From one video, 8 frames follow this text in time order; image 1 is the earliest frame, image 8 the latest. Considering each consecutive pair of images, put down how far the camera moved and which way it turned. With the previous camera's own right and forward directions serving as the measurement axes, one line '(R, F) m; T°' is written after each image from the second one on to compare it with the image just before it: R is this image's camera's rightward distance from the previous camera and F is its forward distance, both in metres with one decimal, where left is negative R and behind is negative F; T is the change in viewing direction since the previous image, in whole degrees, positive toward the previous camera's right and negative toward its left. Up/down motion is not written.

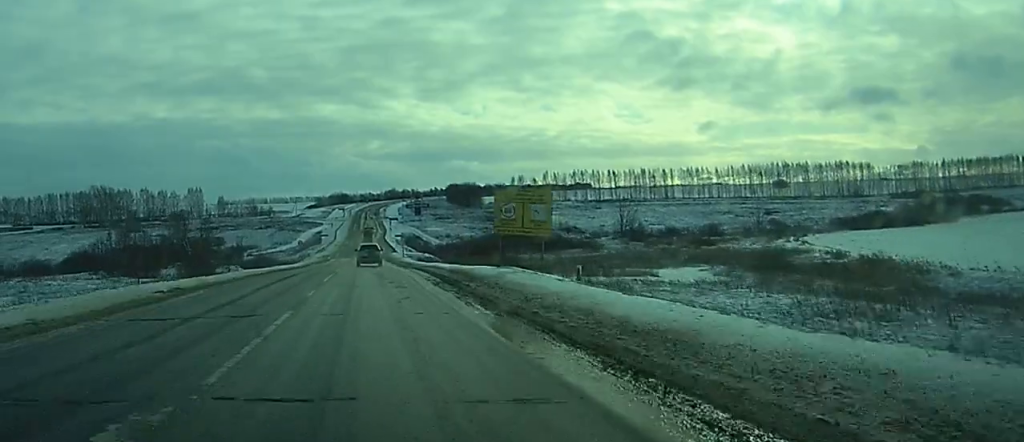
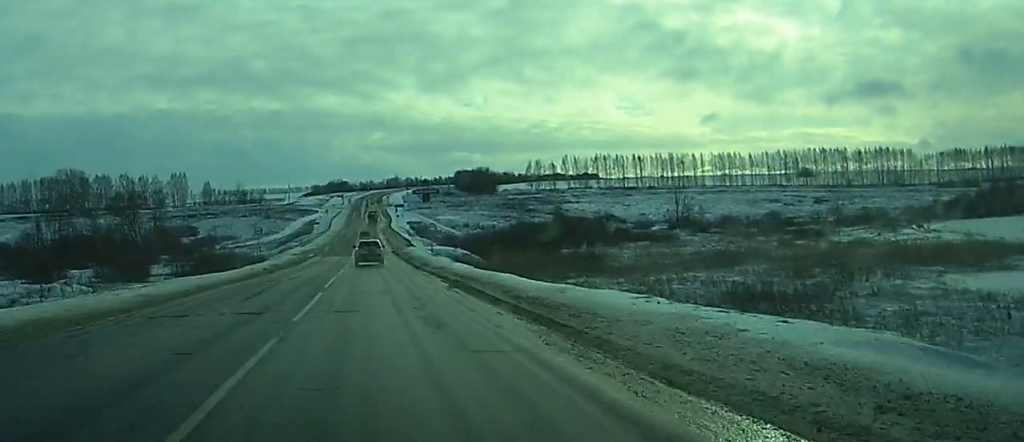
(+0.2, +52.1) m; 0°
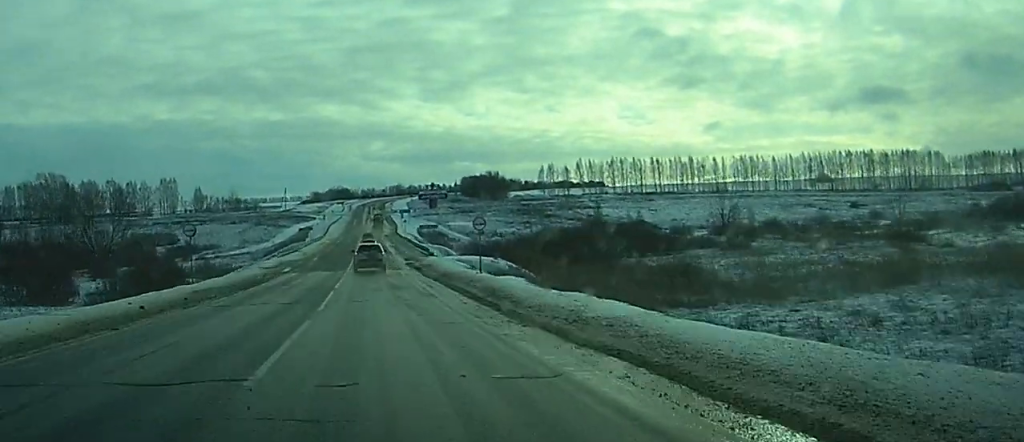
(+0.1, +30.9) m; 0°
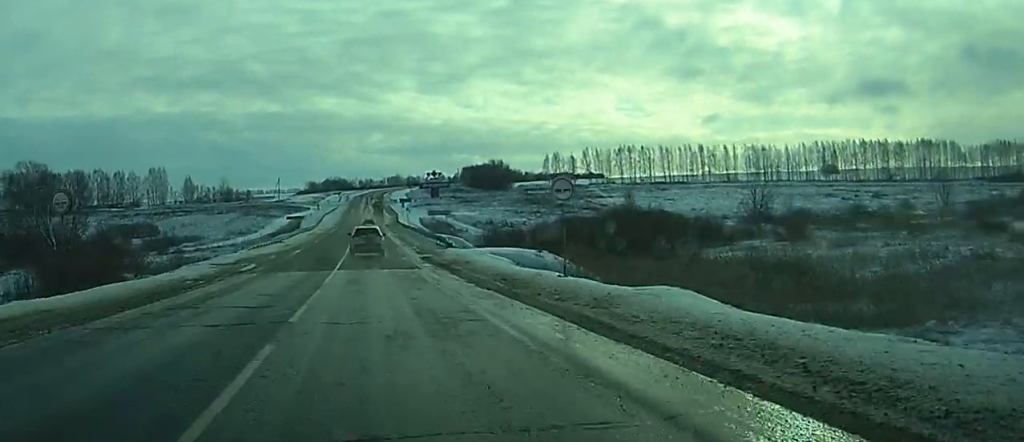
(0.0, +20.0) m; 0°
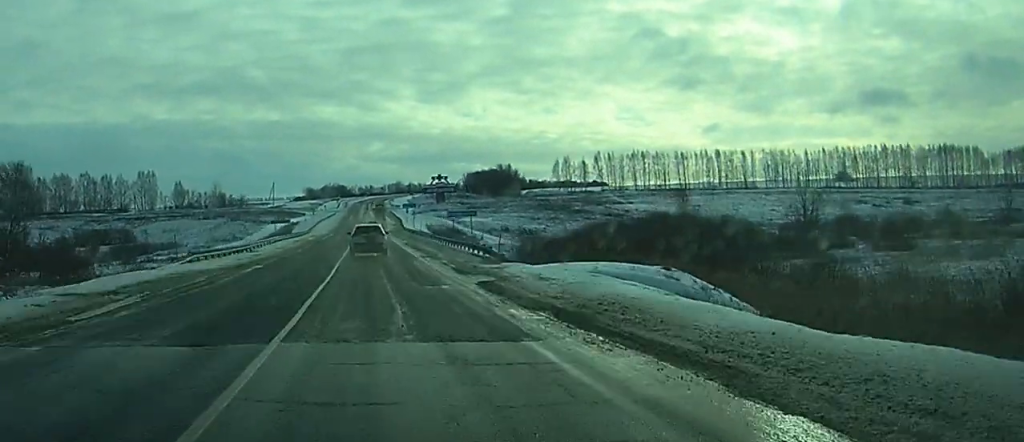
(0.0, +24.3) m; 0°
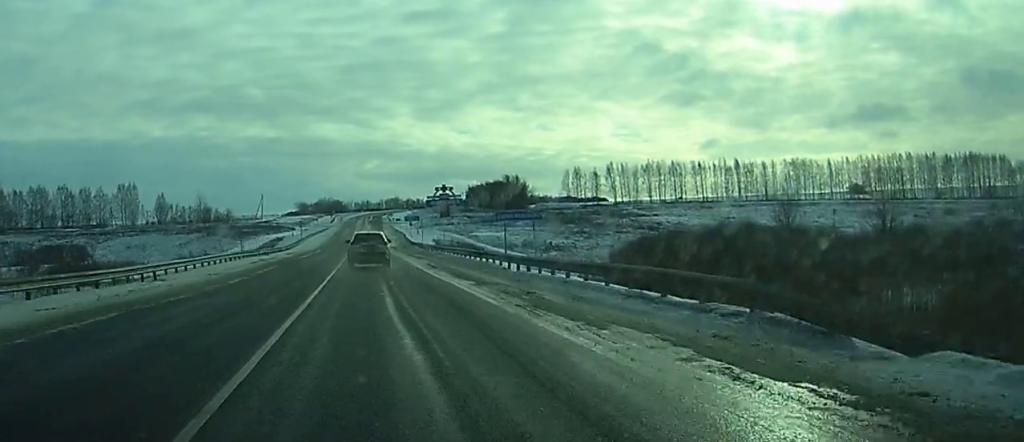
(-0.1, +30.0) m; 0°
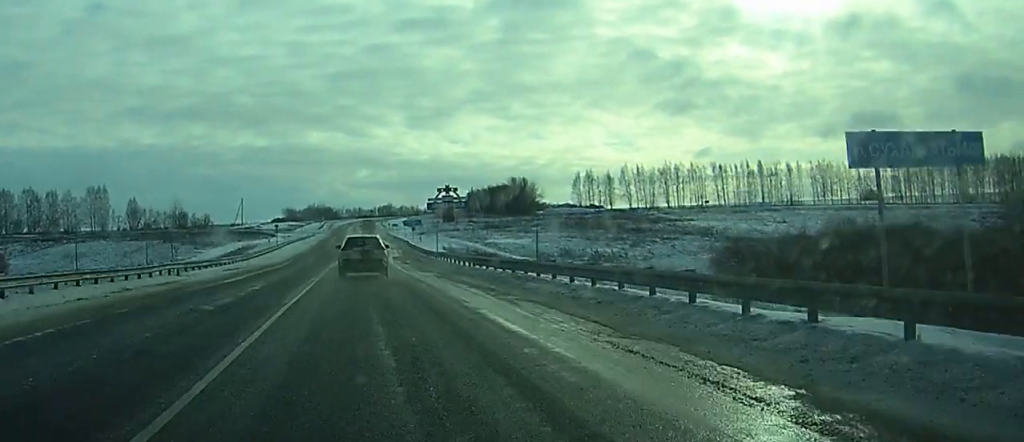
(+0.1, +35.8) m; 0°
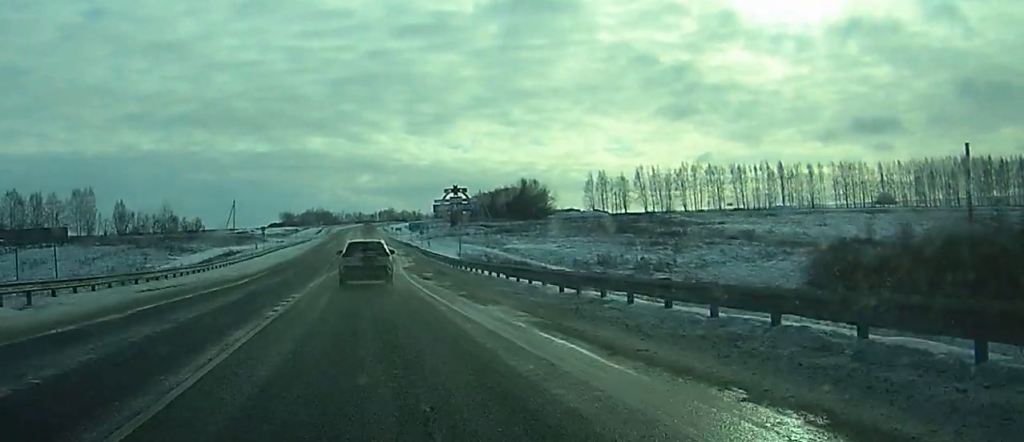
(+0.1, +20.3) m; 0°
